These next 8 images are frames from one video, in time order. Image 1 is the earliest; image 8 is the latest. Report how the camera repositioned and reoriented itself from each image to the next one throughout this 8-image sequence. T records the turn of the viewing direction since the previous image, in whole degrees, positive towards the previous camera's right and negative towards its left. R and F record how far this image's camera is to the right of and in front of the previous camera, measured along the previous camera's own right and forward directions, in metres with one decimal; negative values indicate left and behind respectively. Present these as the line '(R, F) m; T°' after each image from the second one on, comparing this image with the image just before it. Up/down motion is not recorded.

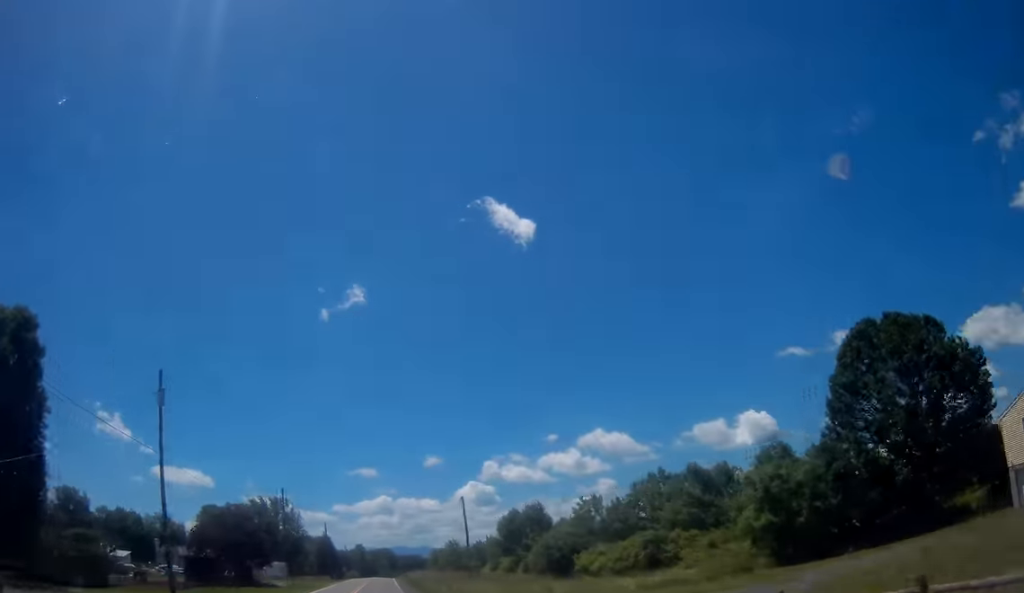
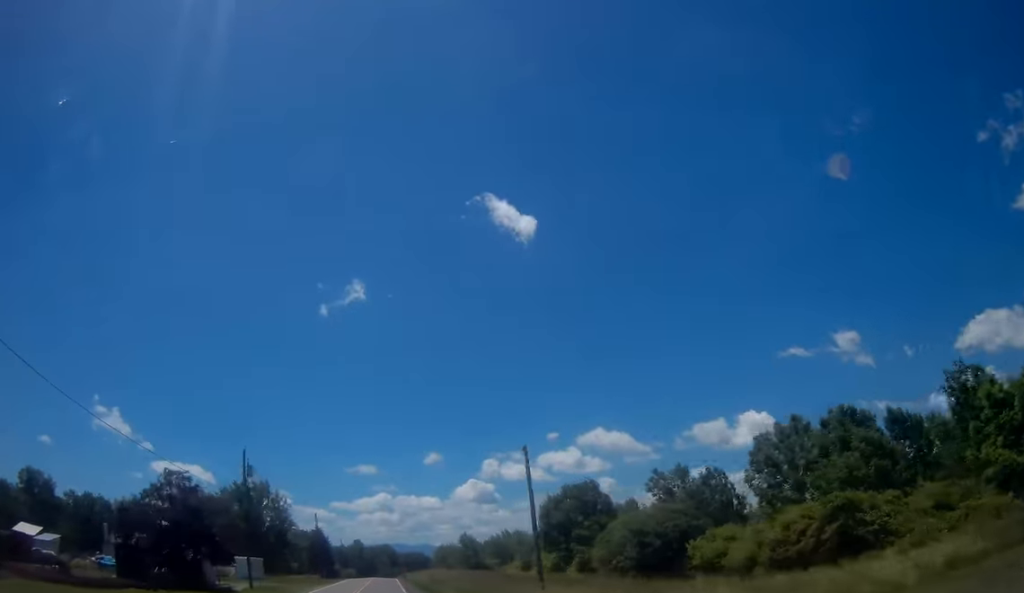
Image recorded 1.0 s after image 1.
(+0.2, +20.9) m; +1°
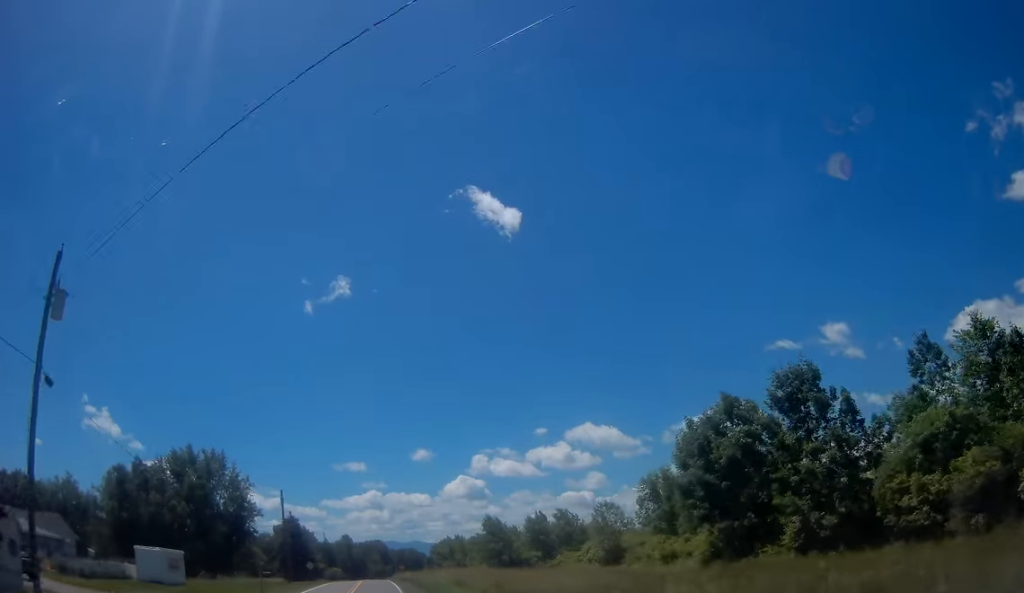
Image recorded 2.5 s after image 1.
(+0.5, +31.2) m; +1°
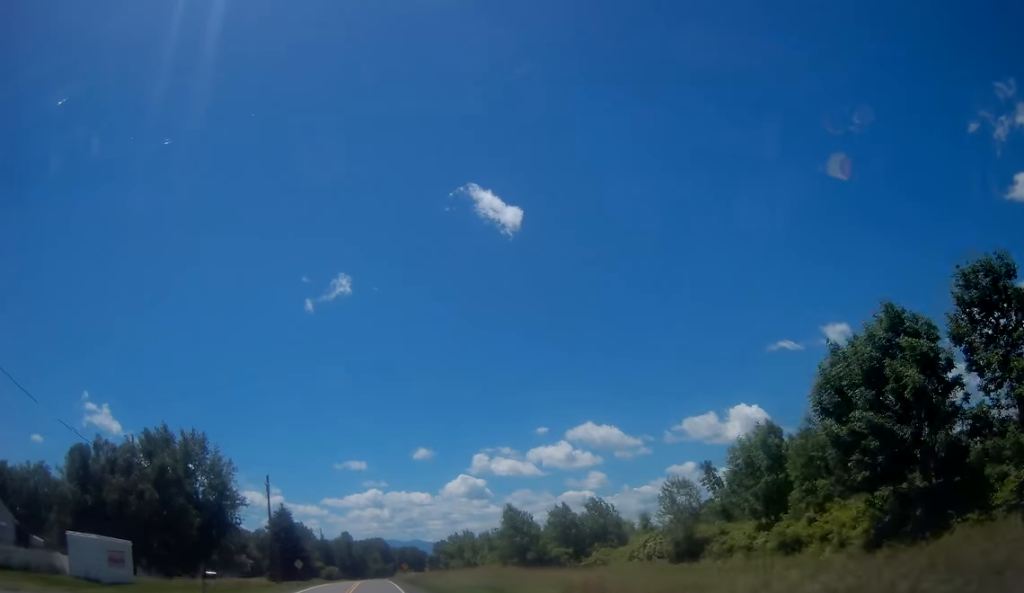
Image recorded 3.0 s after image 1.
(-0.1, +11.5) m; 0°
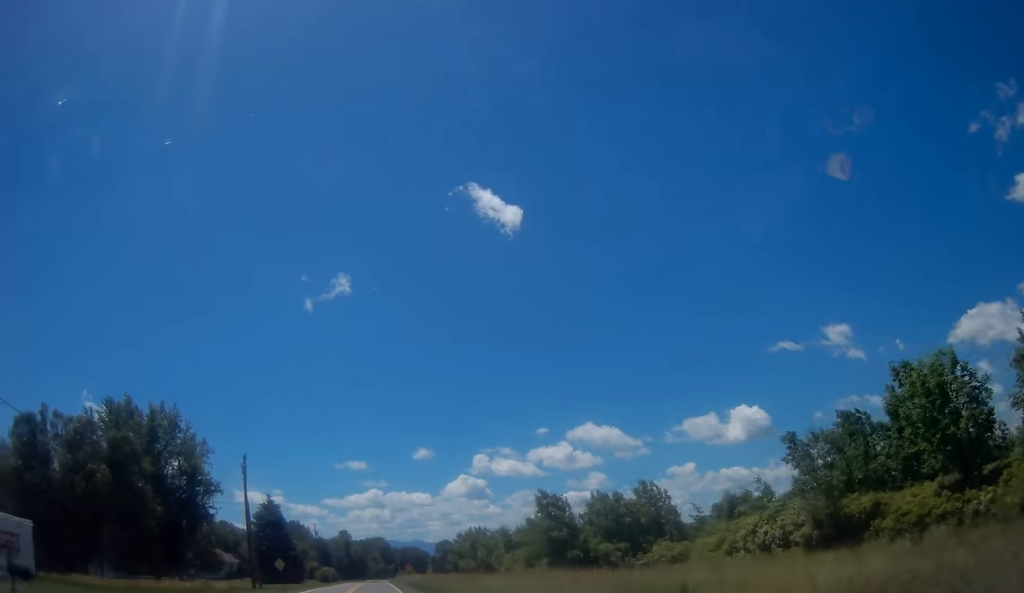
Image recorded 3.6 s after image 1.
(+0.1, +13.0) m; 0°
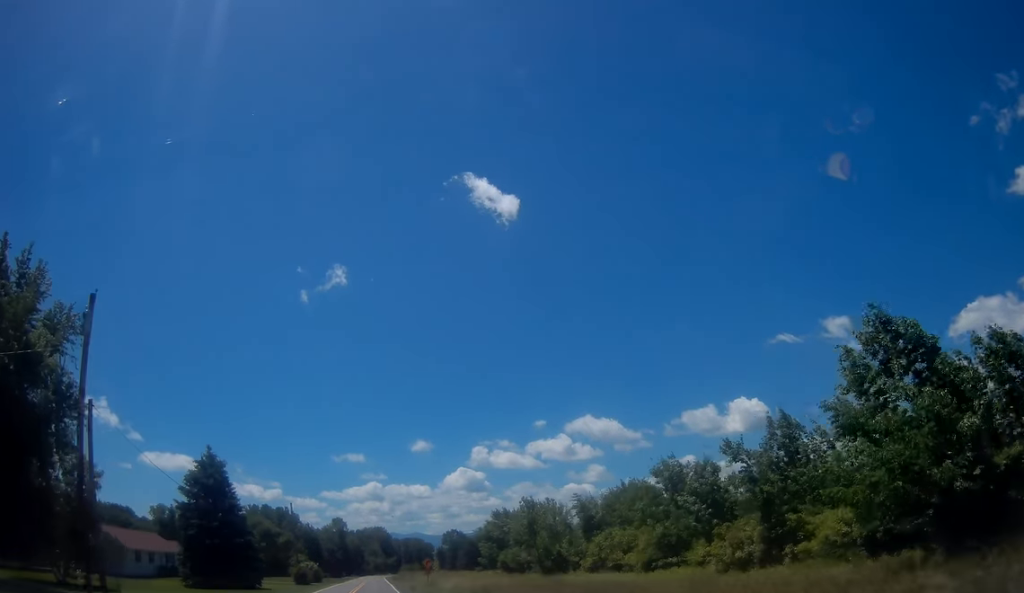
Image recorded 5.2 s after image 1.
(-0.5, +34.3) m; -1°
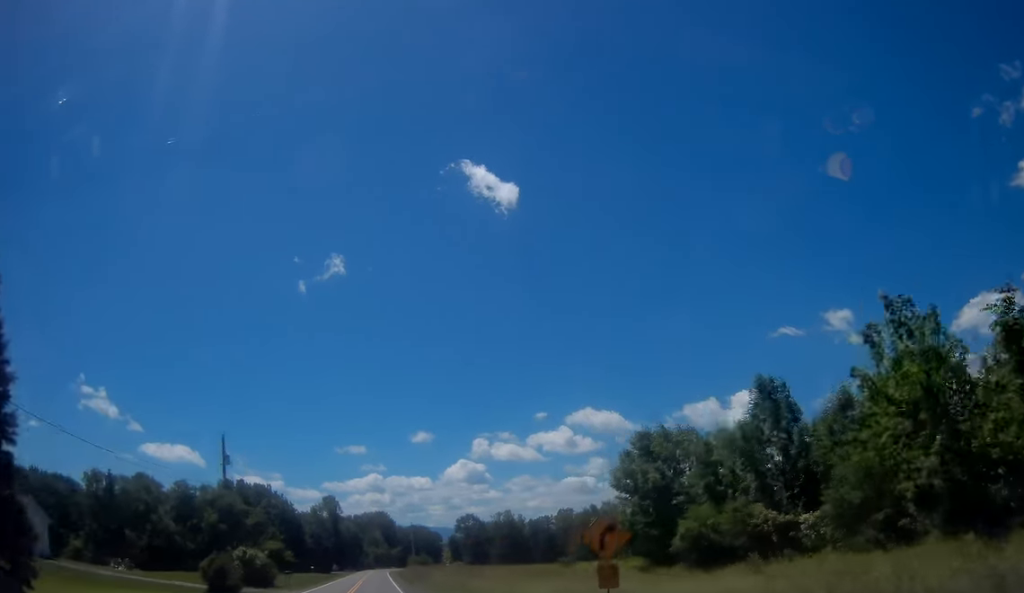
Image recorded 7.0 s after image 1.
(+0.5, +42.2) m; 0°
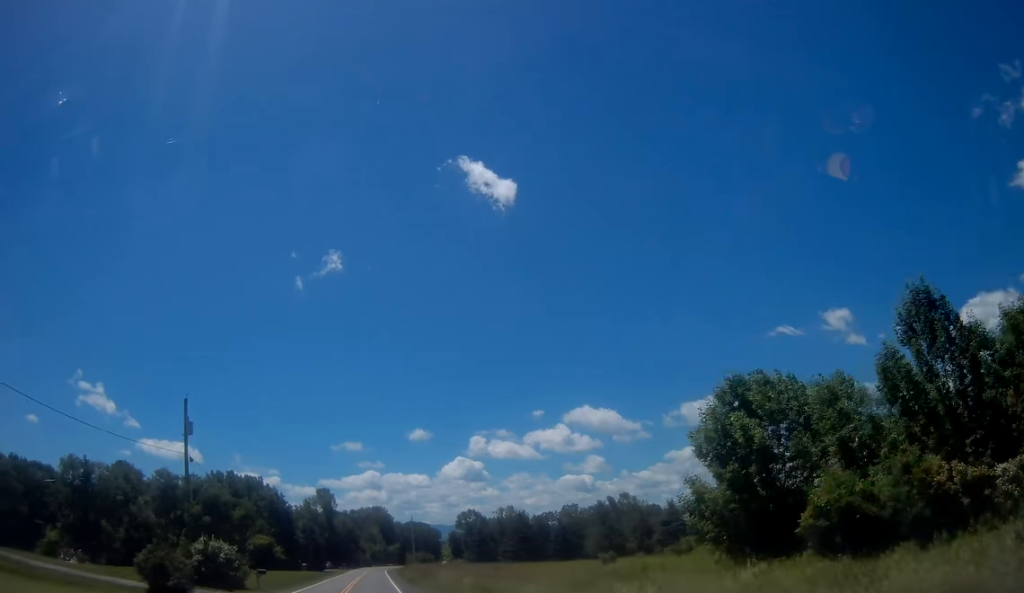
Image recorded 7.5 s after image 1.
(0.0, +9.9) m; 0°
